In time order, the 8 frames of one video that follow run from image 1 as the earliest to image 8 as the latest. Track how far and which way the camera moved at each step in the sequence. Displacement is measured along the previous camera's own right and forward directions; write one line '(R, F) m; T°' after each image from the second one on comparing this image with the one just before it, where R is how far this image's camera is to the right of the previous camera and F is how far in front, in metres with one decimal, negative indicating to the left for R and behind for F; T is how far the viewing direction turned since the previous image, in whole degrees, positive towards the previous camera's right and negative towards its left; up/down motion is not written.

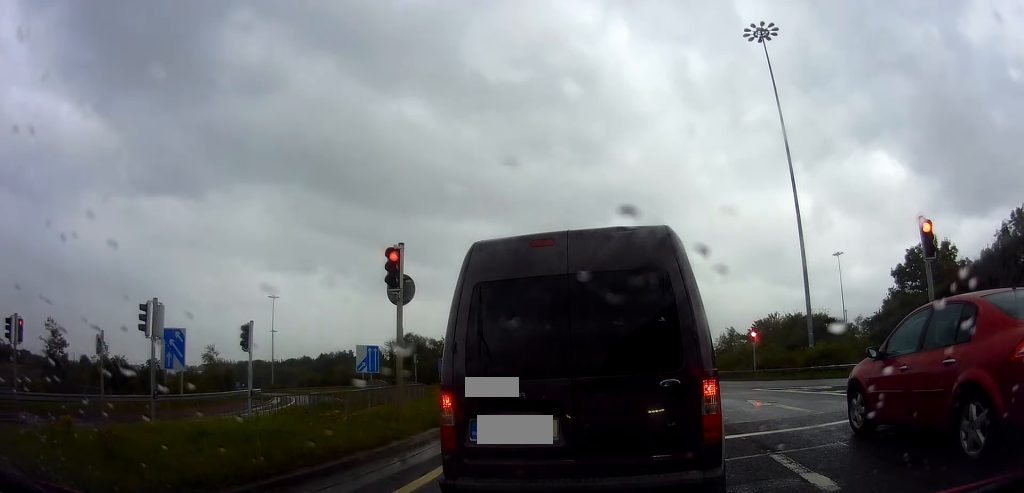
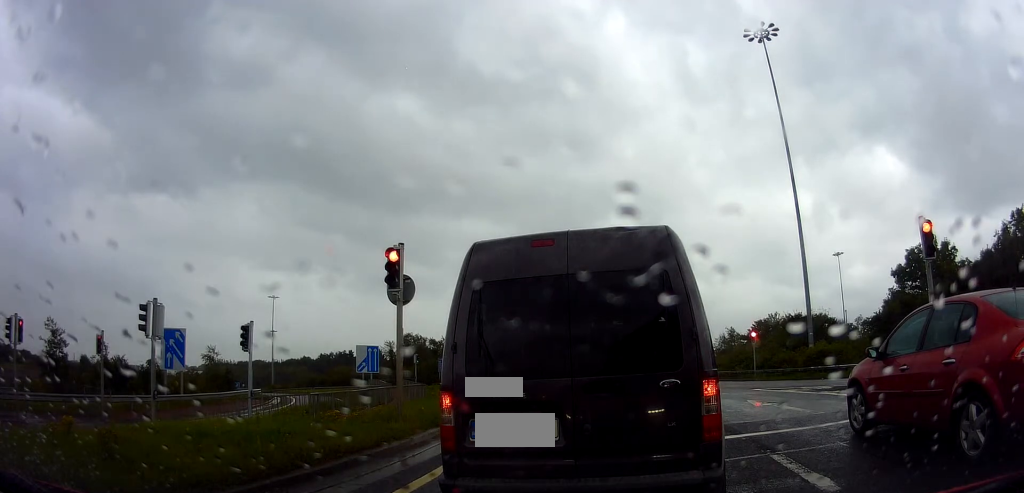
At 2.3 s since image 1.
(0.0, 0.0) m; 0°
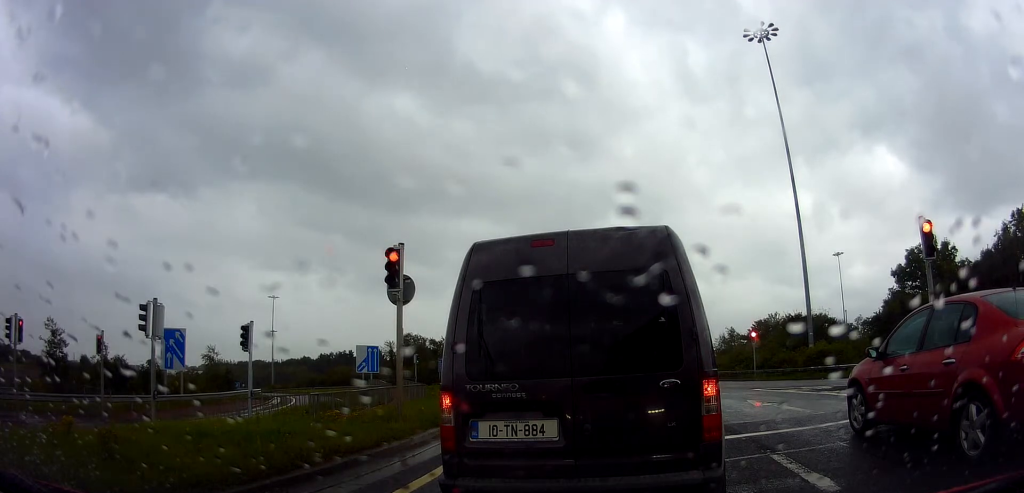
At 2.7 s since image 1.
(0.0, 0.0) m; 0°
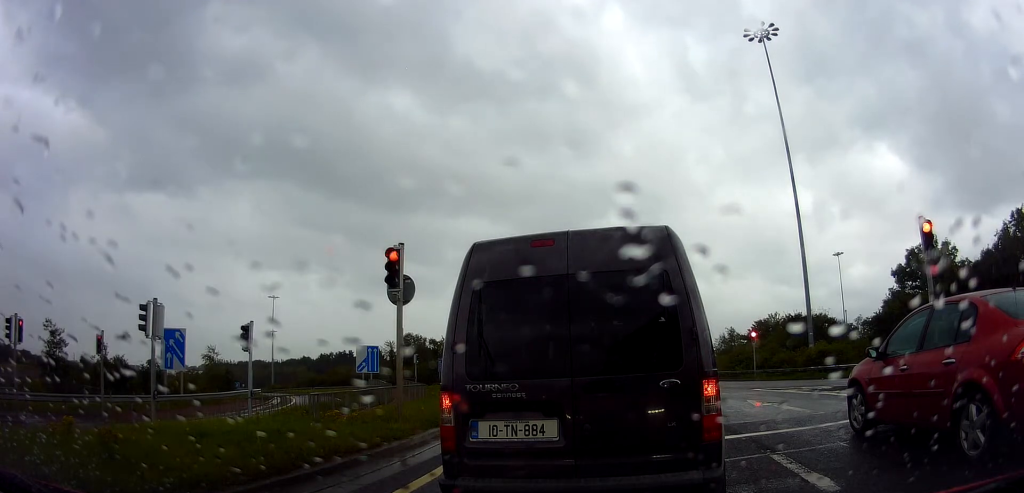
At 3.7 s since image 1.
(0.0, 0.0) m; 0°
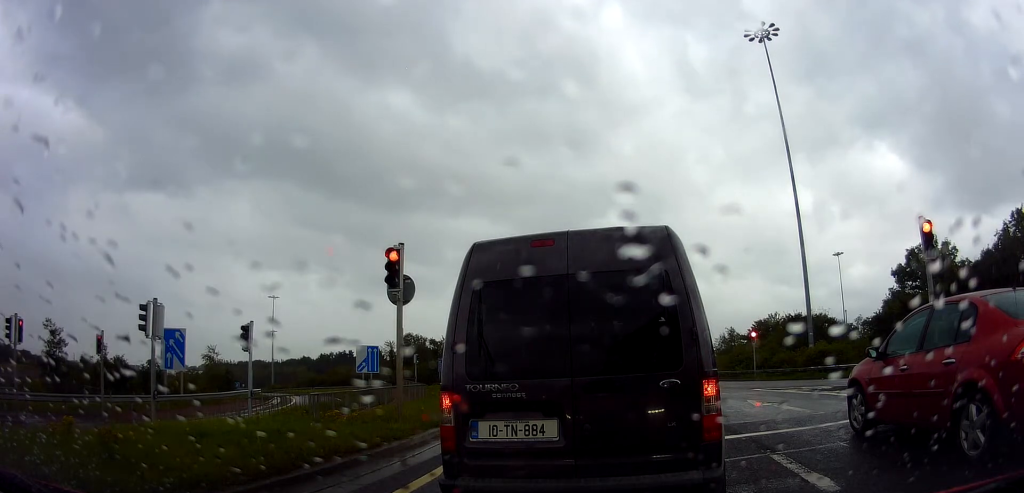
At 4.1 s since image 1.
(0.0, 0.0) m; 0°
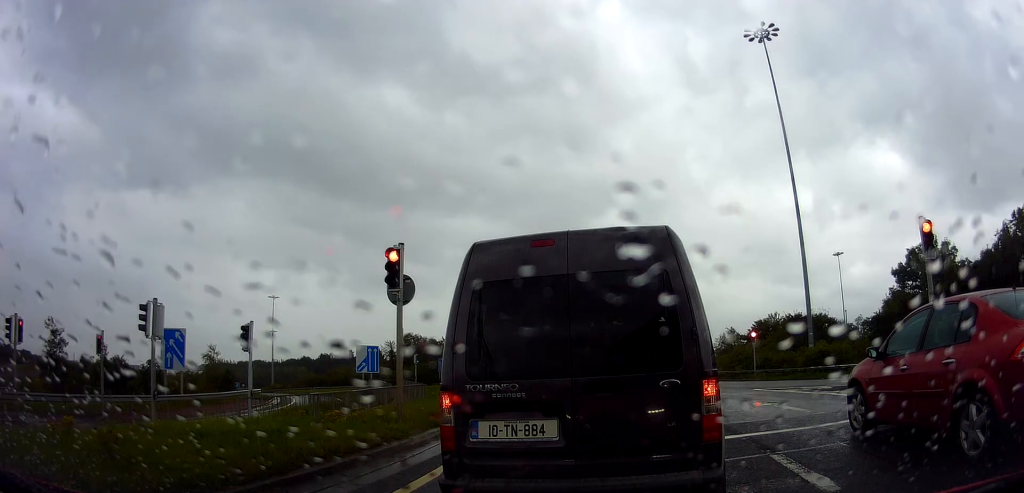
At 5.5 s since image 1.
(0.0, 0.0) m; 0°
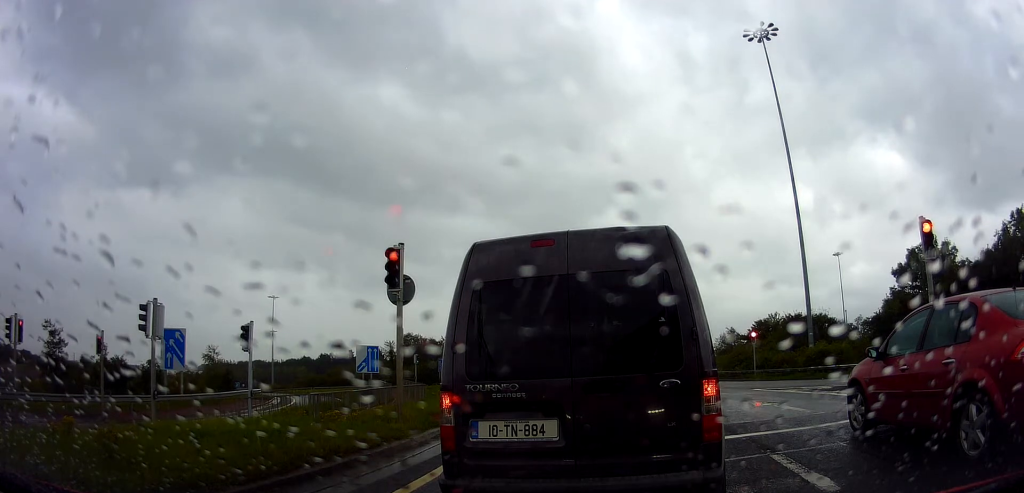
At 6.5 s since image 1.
(0.0, 0.0) m; 0°
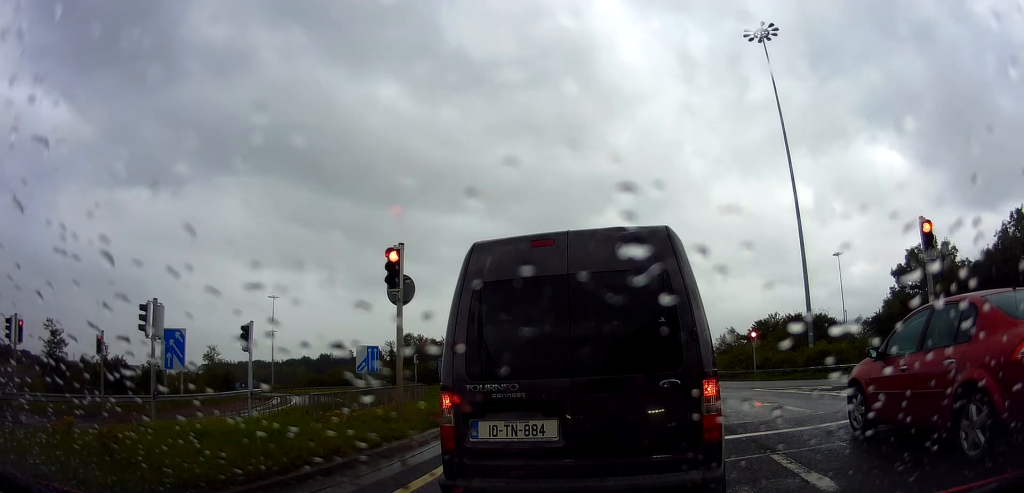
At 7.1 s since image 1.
(0.0, 0.0) m; 0°
